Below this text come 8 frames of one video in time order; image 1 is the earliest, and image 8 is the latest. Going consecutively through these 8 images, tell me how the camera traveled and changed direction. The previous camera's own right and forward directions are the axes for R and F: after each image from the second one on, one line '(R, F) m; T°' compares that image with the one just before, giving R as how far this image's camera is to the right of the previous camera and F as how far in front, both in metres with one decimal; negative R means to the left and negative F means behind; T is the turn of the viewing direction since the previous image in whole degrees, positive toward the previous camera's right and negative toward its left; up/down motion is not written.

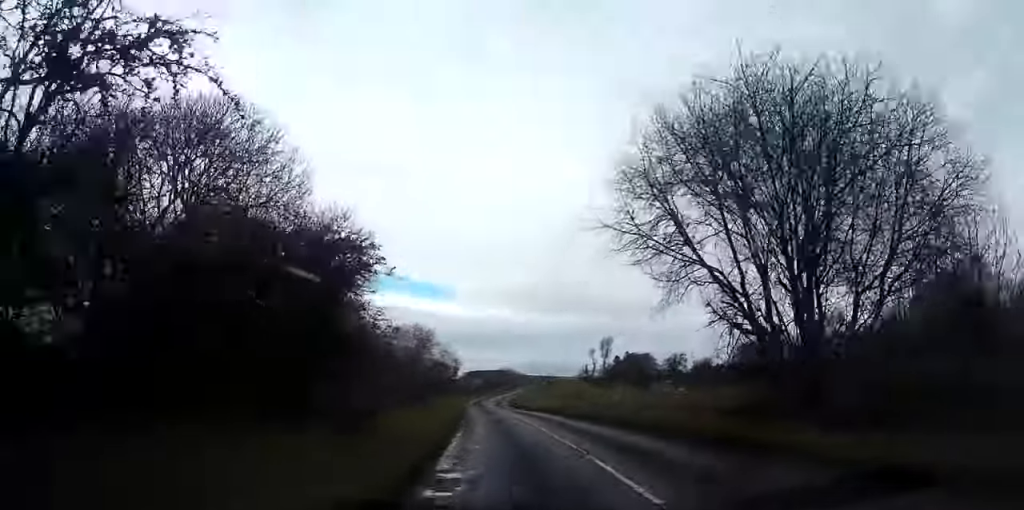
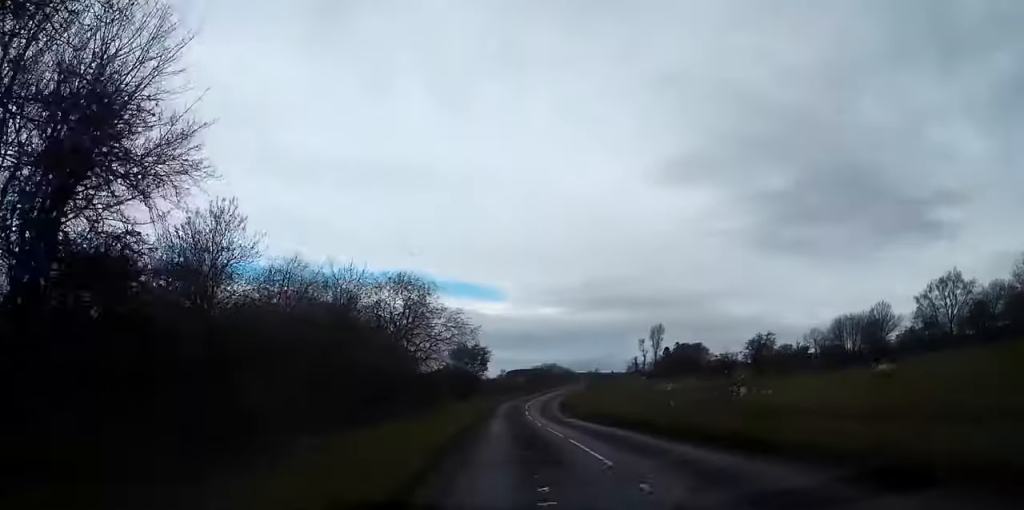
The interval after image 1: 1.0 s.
(-0.7, +30.1) m; -2°
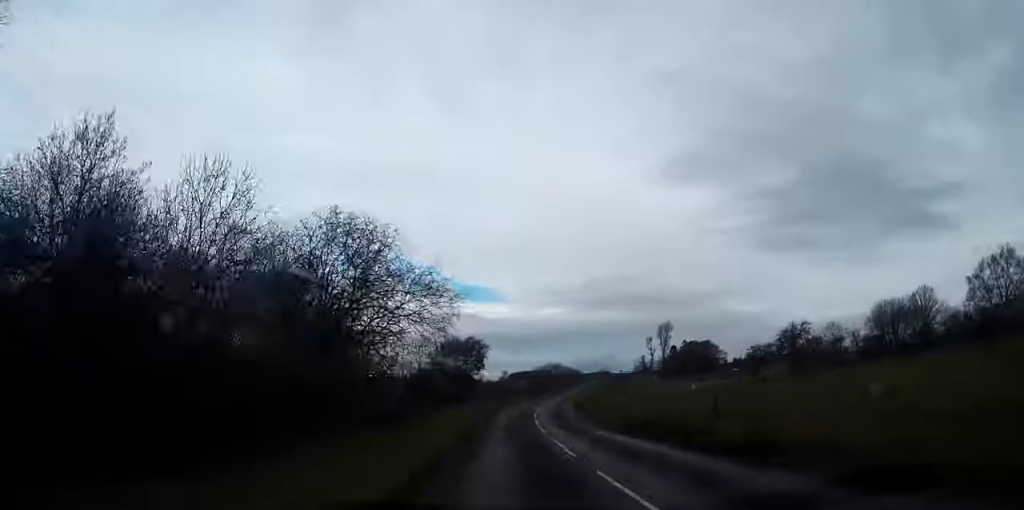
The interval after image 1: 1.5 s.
(-0.2, +14.6) m; -1°
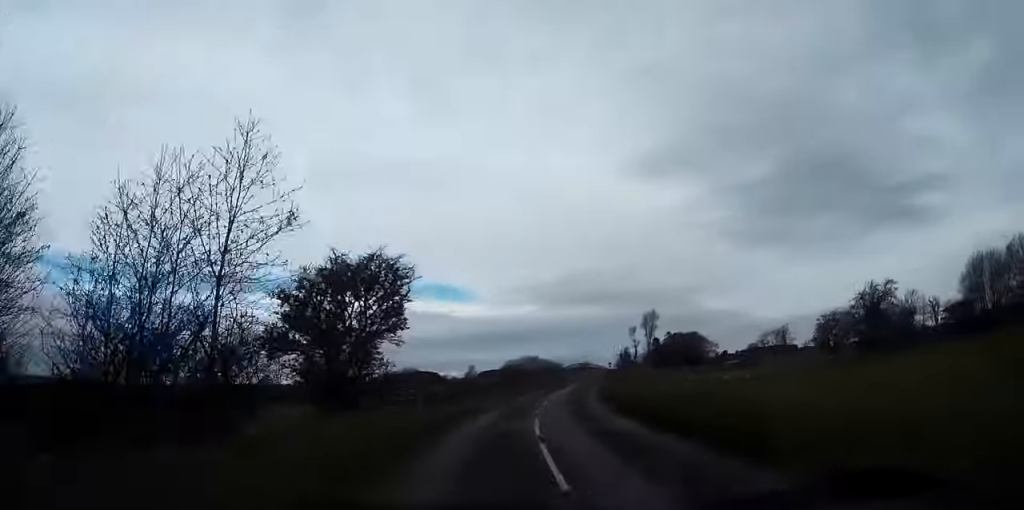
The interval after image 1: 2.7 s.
(-0.2, +33.0) m; +2°
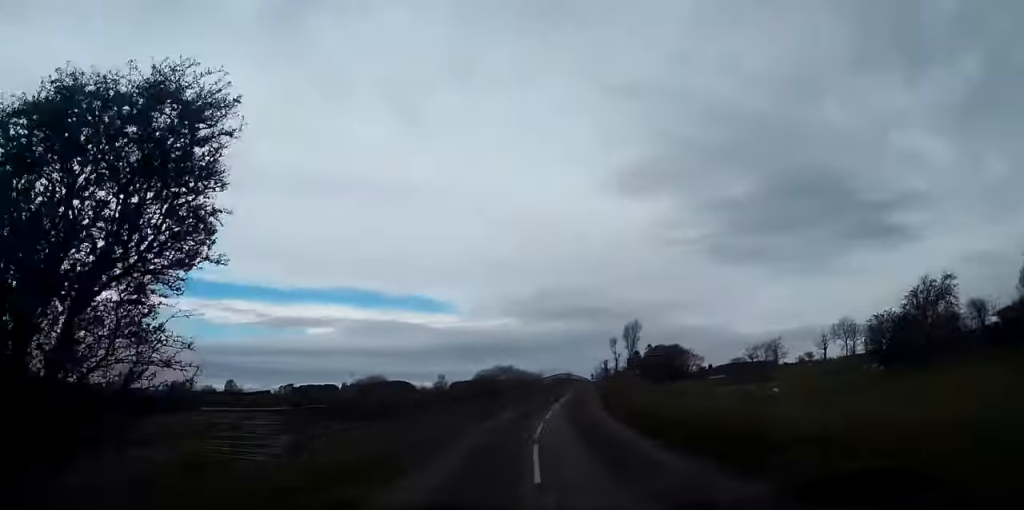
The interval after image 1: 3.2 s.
(+0.4, +15.7) m; +2°
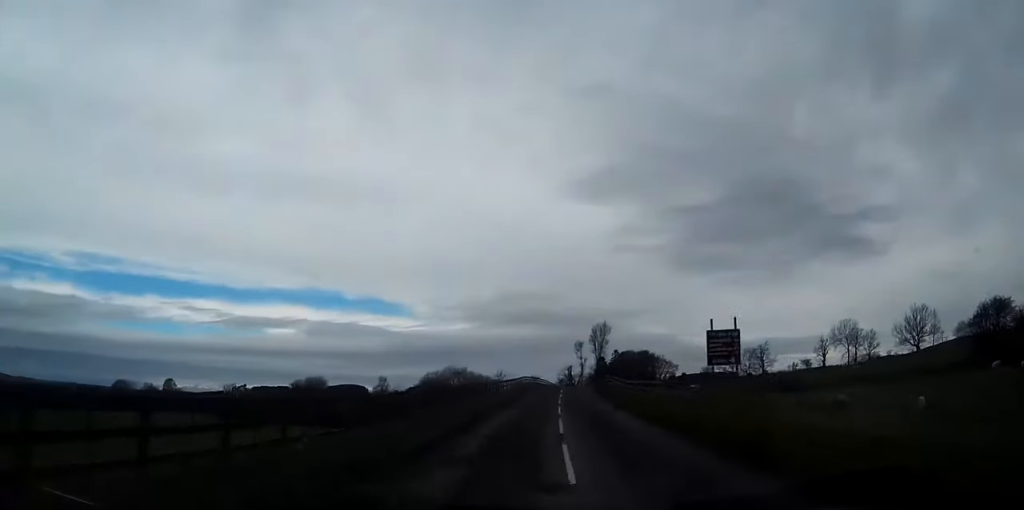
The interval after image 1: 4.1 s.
(+0.8, +26.6) m; +3°
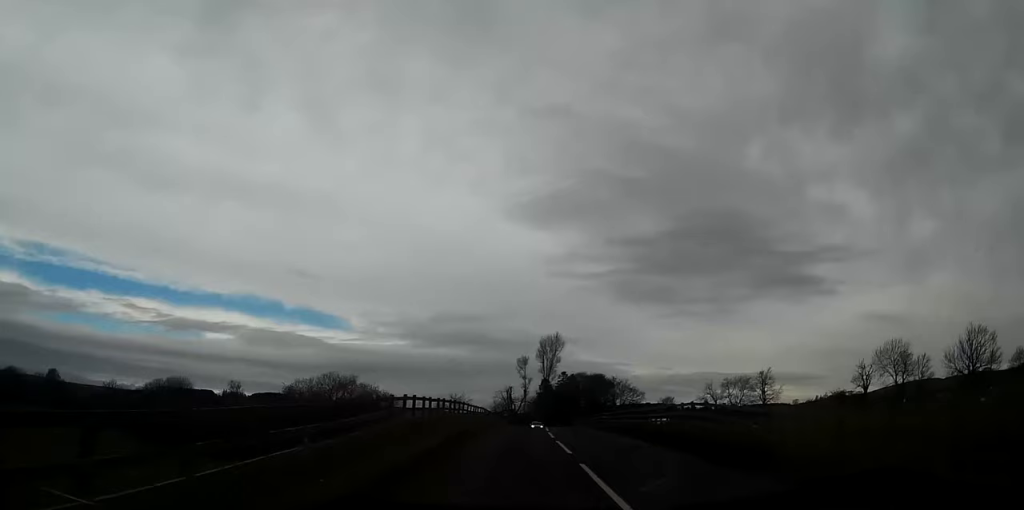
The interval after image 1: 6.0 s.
(+2.4, +54.4) m; +5°
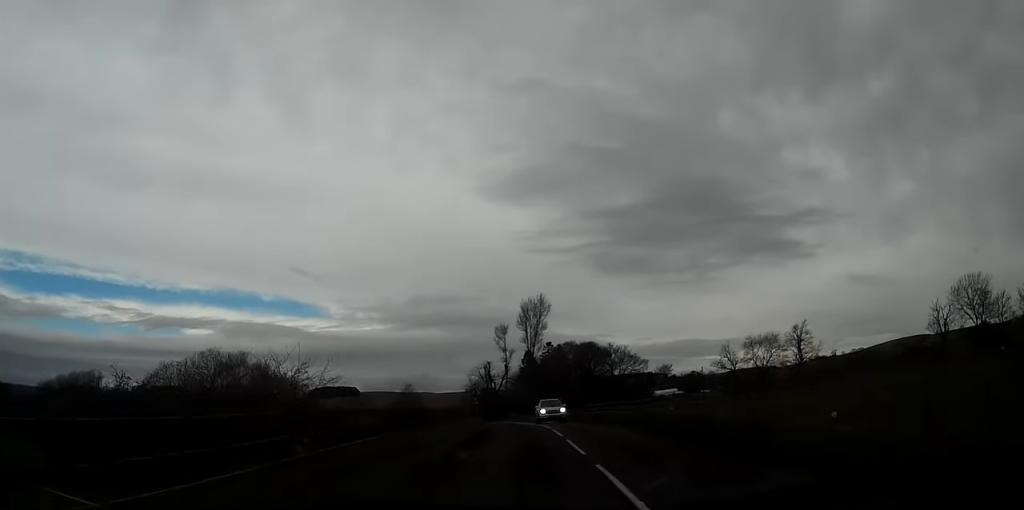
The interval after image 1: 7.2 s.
(+0.9, +34.5) m; +2°
